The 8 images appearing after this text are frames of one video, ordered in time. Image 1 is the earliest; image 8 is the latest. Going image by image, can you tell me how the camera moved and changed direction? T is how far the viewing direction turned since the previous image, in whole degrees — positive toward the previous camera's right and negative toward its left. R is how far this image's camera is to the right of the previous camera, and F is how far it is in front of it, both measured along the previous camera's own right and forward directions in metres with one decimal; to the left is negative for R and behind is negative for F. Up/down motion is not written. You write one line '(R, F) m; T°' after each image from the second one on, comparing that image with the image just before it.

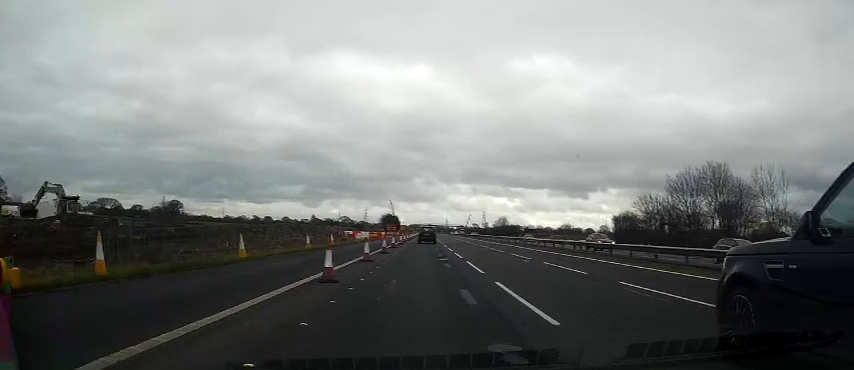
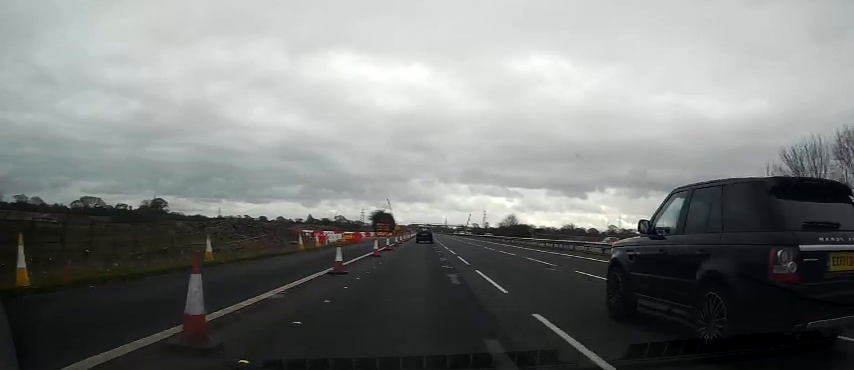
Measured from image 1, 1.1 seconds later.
(0.0, +22.9) m; 0°
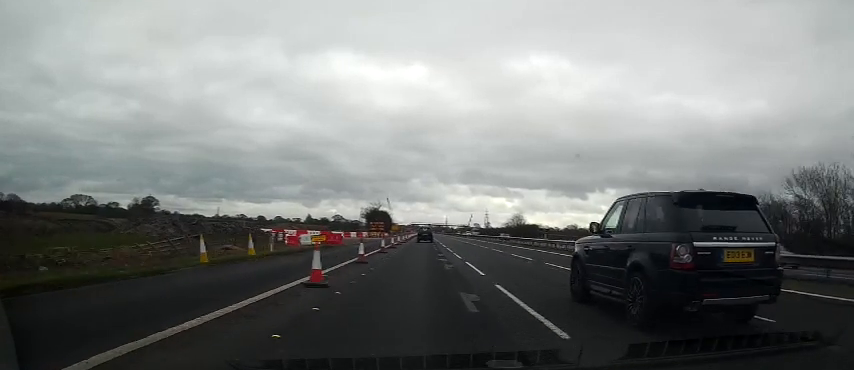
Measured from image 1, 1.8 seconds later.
(0.0, +13.5) m; 0°
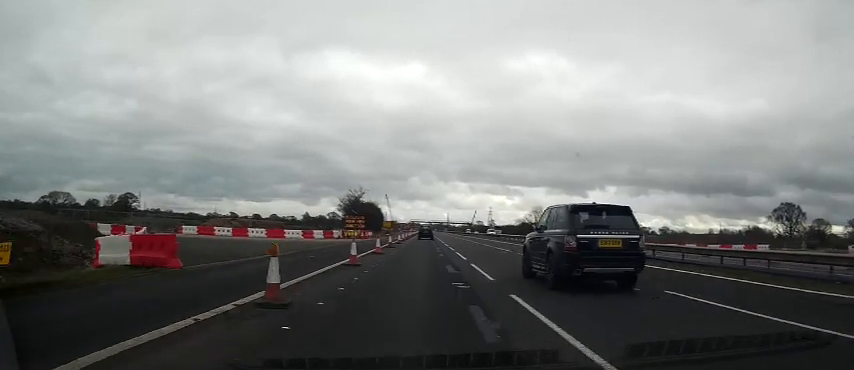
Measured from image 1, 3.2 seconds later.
(-0.1, +28.7) m; 0°
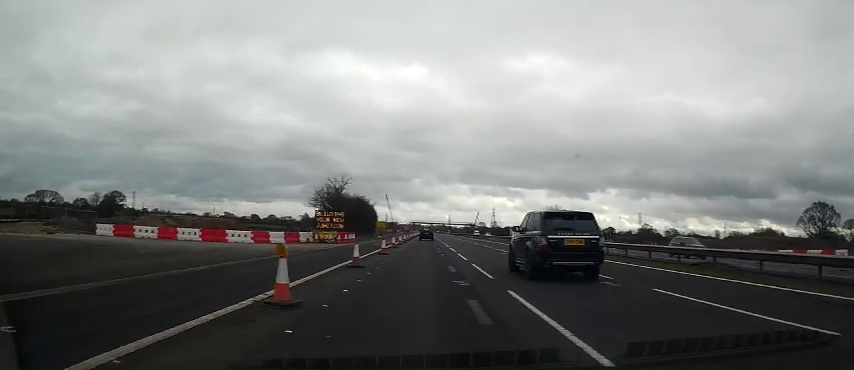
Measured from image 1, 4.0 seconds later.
(0.0, +16.9) m; 0°
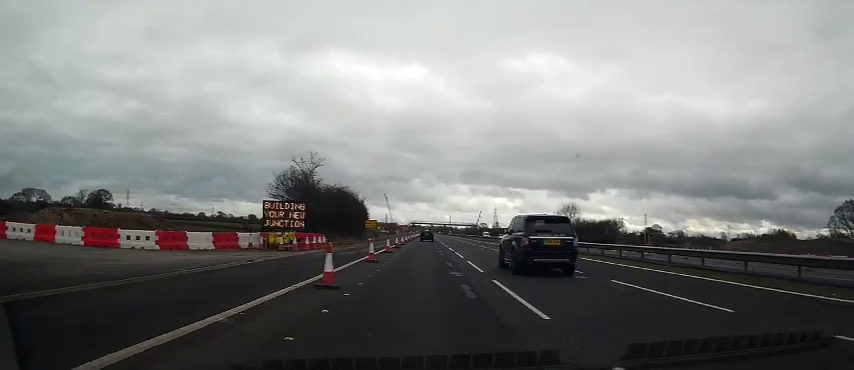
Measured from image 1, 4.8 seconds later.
(0.0, +15.2) m; 0°
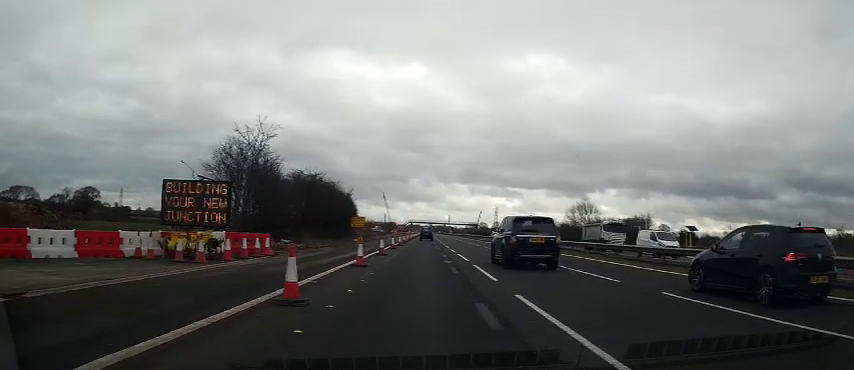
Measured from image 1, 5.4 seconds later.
(0.0, +11.9) m; 0°
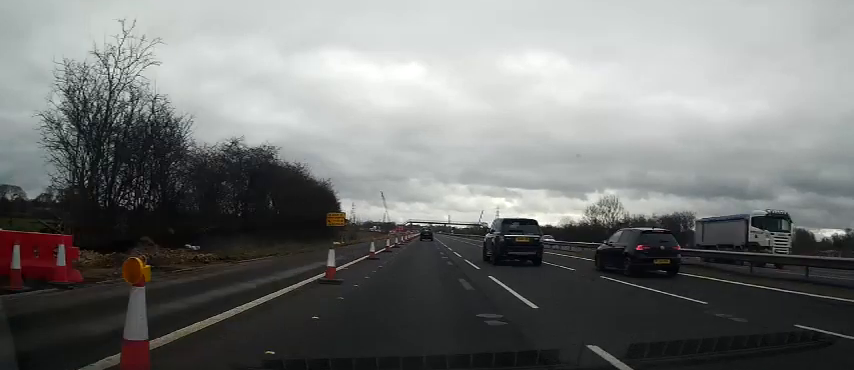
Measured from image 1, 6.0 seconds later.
(0.0, +13.6) m; 0°
